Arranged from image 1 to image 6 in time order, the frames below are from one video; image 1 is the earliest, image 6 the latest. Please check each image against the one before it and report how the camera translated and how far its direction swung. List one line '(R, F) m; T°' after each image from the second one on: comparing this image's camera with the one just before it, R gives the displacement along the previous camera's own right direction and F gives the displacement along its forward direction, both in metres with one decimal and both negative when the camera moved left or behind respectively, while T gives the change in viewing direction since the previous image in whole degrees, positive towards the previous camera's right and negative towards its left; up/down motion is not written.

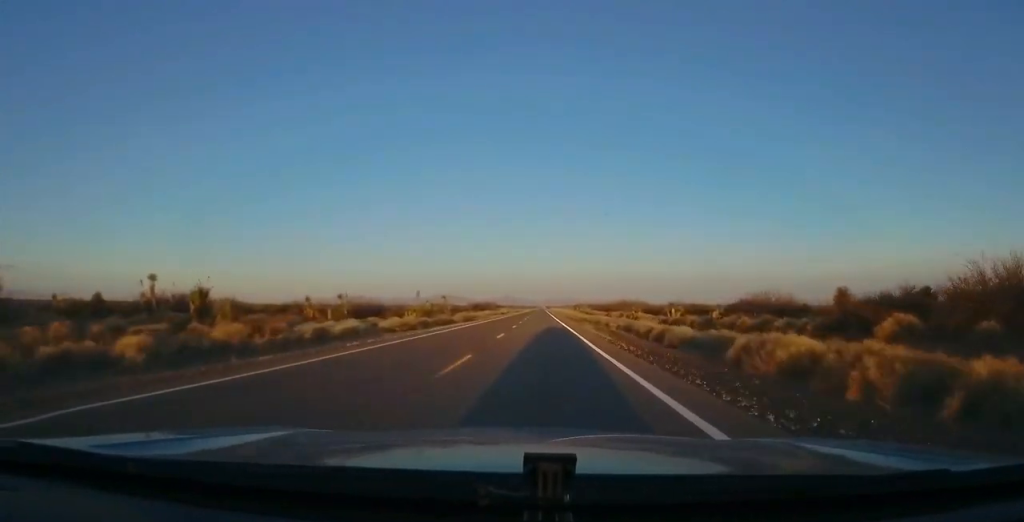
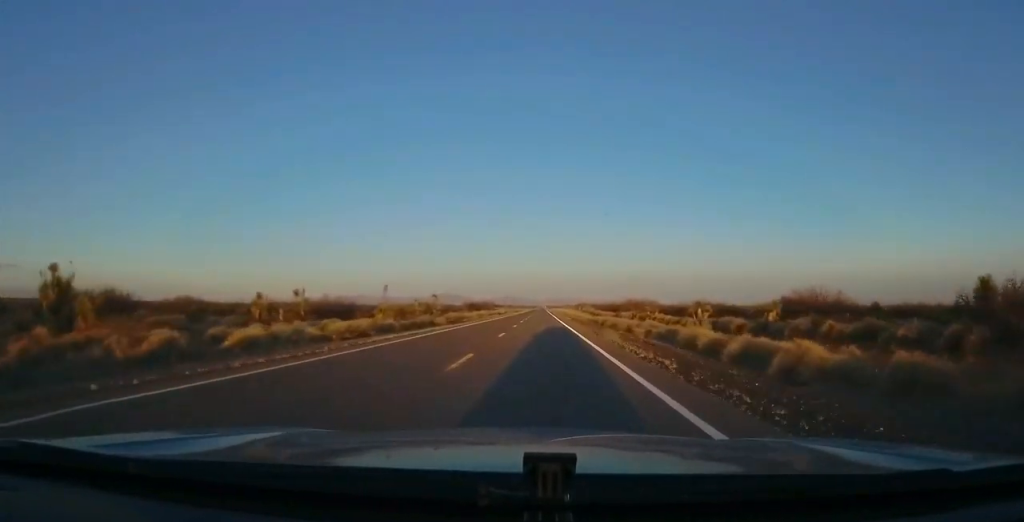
(+0.1, +11.7) m; 0°
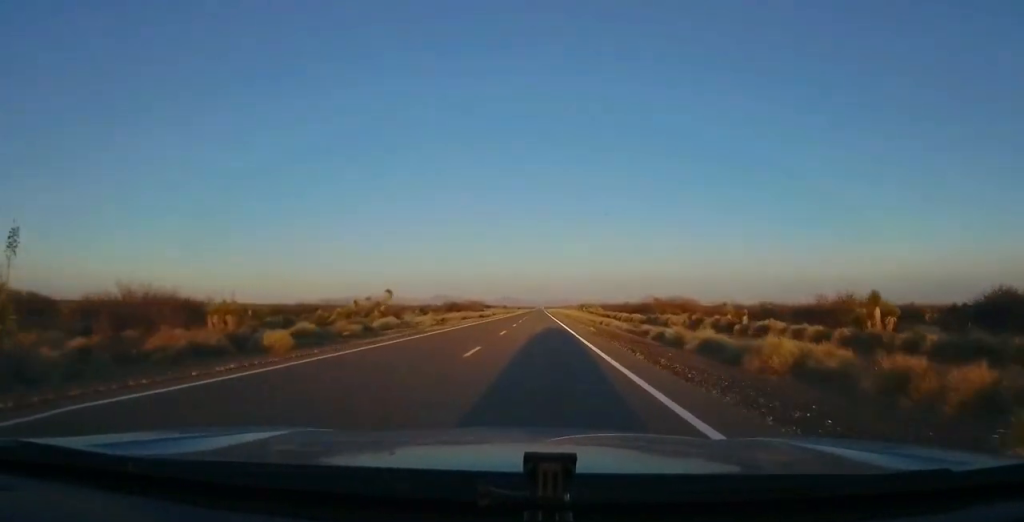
(+0.4, +33.3) m; 0°
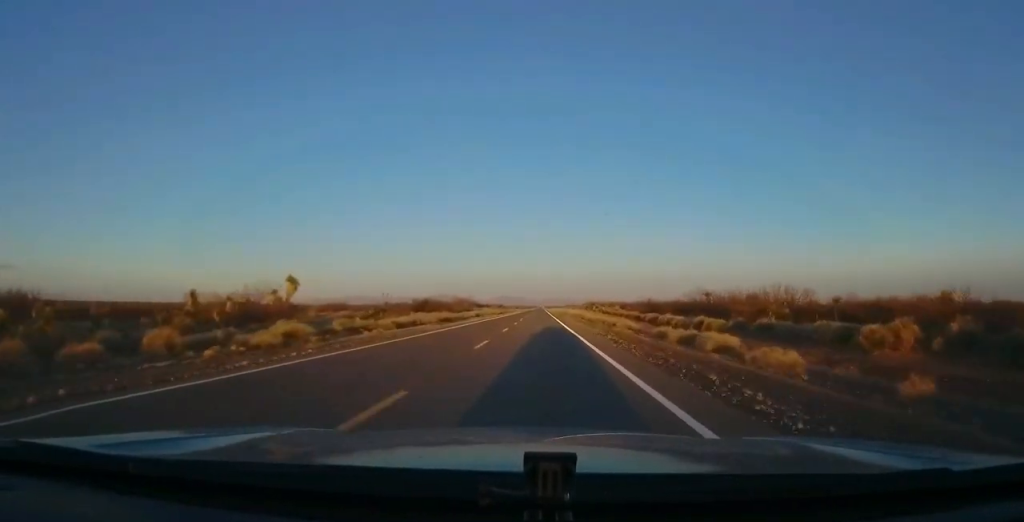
(-0.5, +33.2) m; 0°
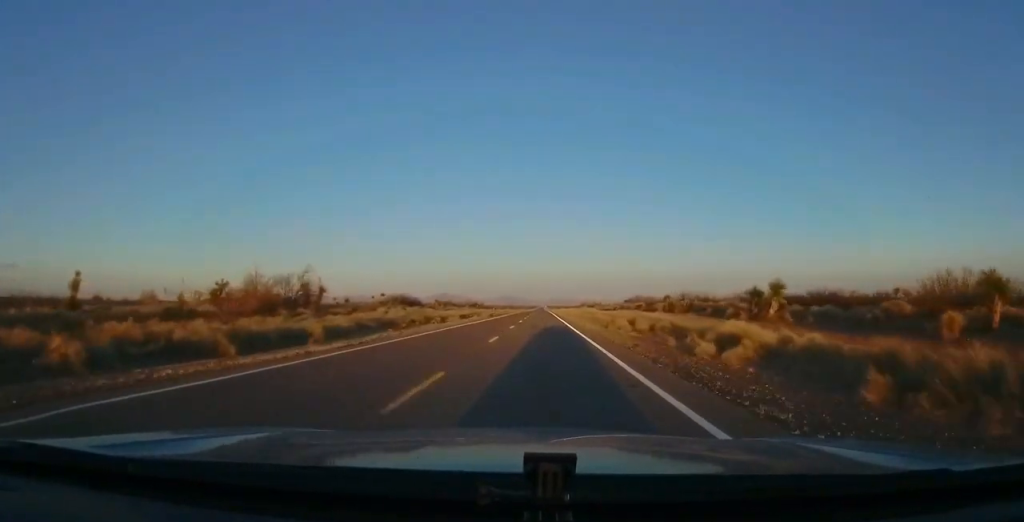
(+0.1, +117.3) m; 0°
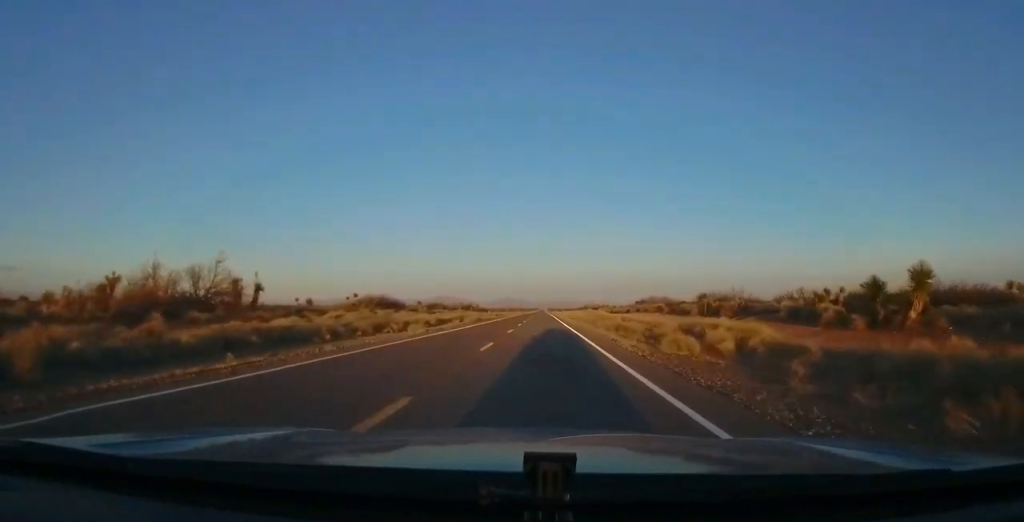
(+0.1, +14.7) m; 0°
